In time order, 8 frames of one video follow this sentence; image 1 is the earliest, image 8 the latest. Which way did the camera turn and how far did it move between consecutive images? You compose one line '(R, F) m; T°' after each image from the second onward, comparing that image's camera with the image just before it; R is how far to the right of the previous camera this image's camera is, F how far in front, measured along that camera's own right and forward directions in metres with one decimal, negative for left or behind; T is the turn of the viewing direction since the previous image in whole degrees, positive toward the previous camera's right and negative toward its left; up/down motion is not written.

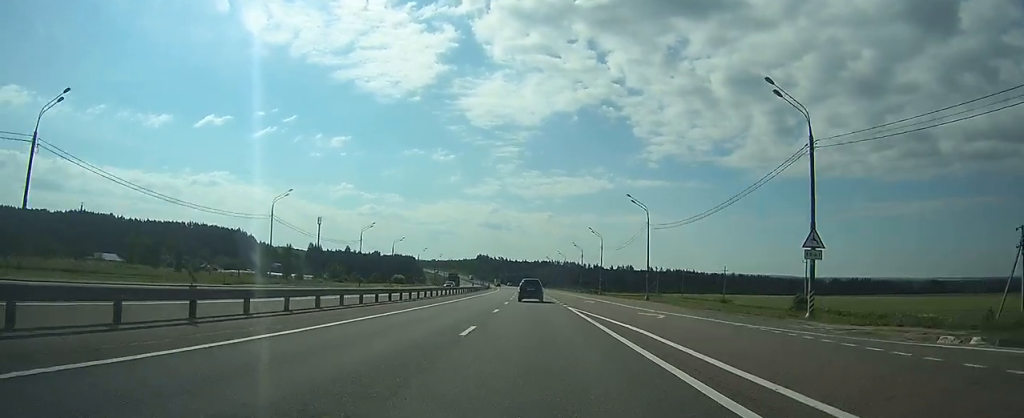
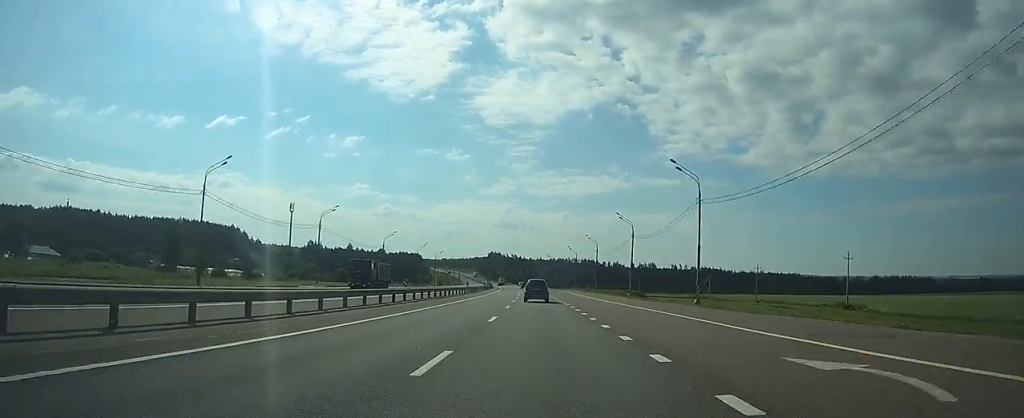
(-0.6, +54.8) m; -2°
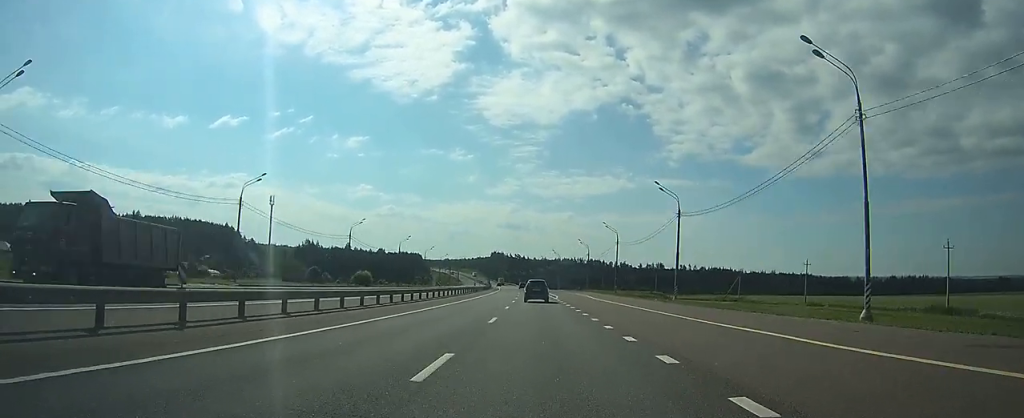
(-0.3, +24.7) m; -1°
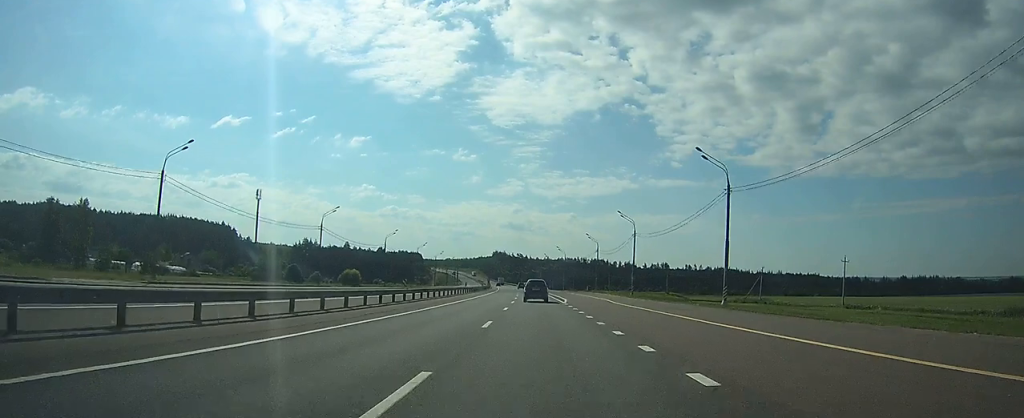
(0.0, +14.4) m; 0°
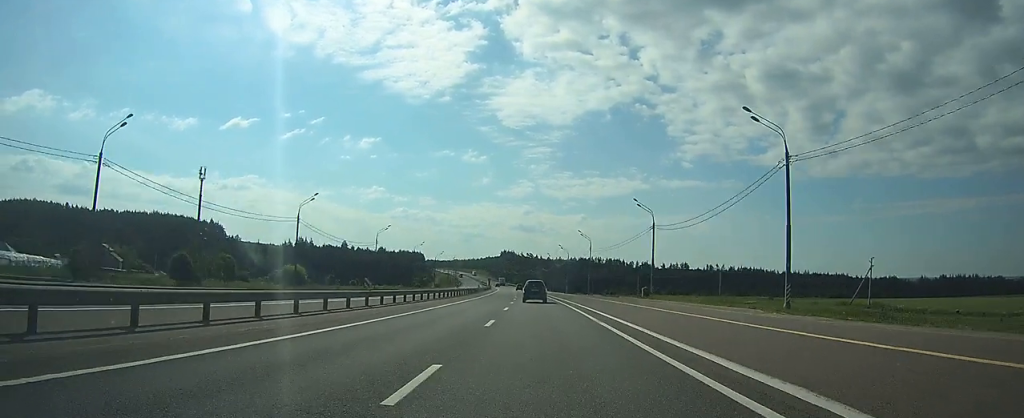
(-0.6, +47.4) m; -1°
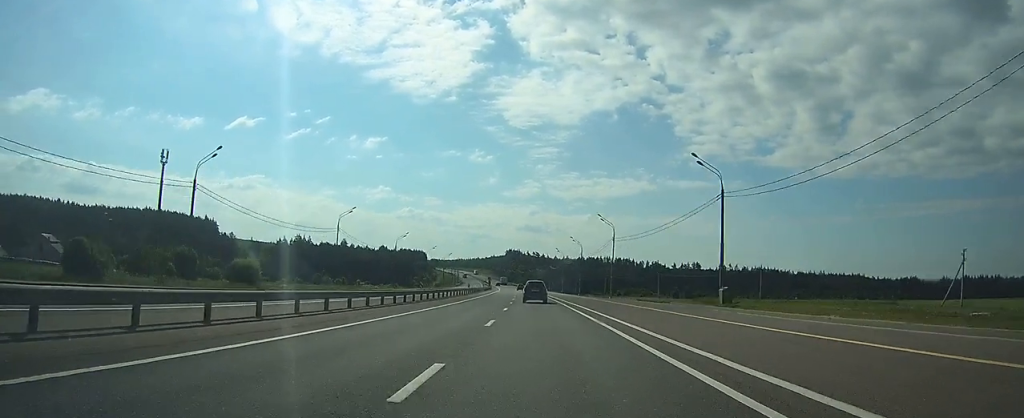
(-0.1, +23.8) m; -1°
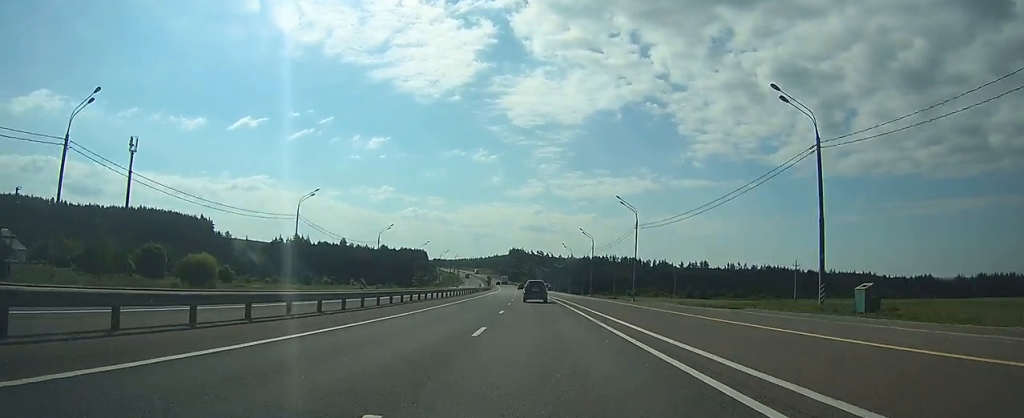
(+0.1, +15.5) m; 0°
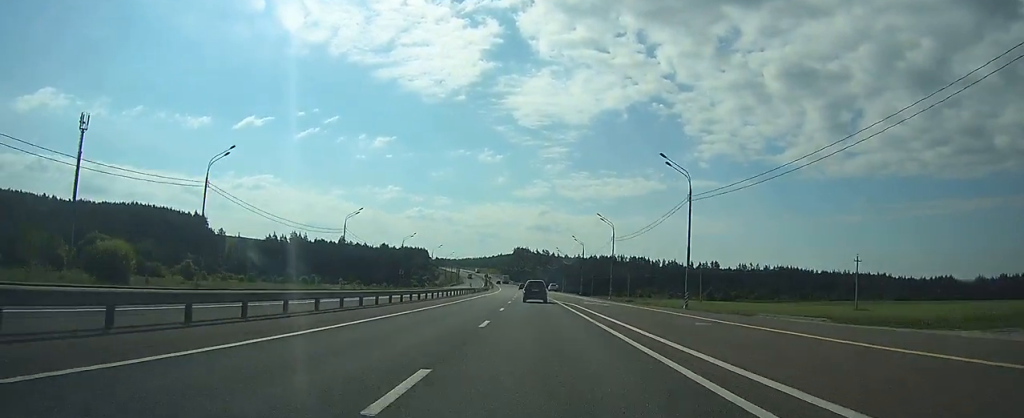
(-0.2, +20.8) m; -1°
